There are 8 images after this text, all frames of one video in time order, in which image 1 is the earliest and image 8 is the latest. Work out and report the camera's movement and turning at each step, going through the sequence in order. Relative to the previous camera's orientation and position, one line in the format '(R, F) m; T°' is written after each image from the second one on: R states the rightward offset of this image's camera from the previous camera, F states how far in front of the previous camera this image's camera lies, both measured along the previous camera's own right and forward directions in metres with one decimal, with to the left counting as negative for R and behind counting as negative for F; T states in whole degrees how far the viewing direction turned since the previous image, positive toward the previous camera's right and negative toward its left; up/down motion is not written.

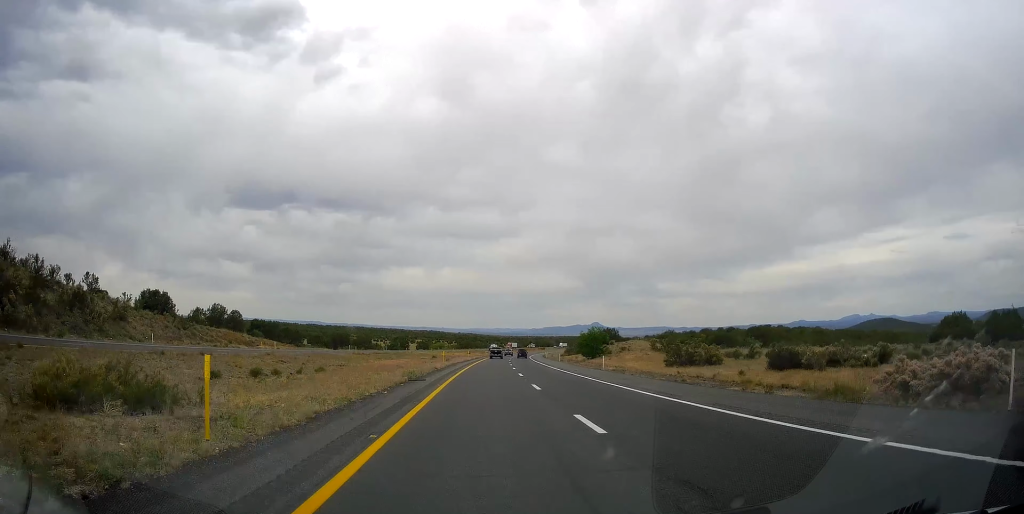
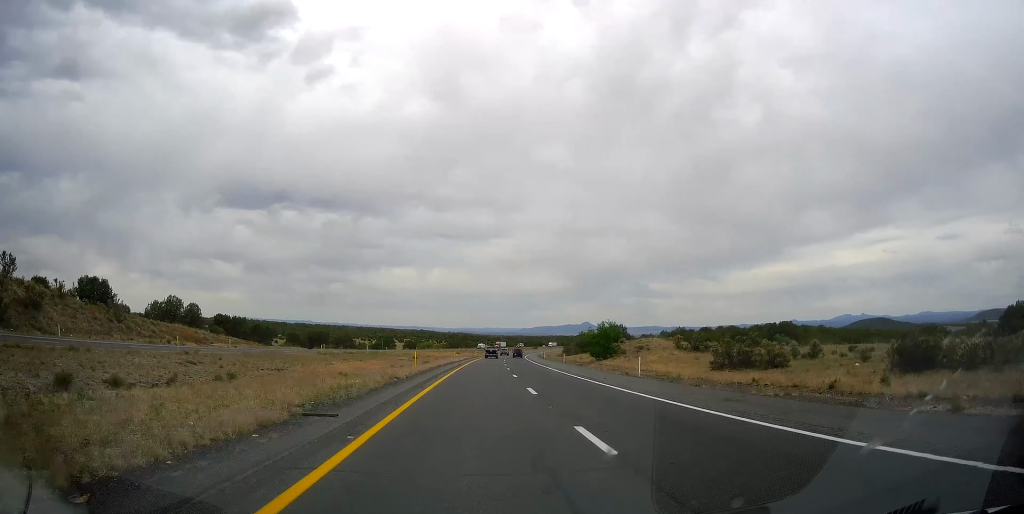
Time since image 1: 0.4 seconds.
(0.0, +14.5) m; +1°
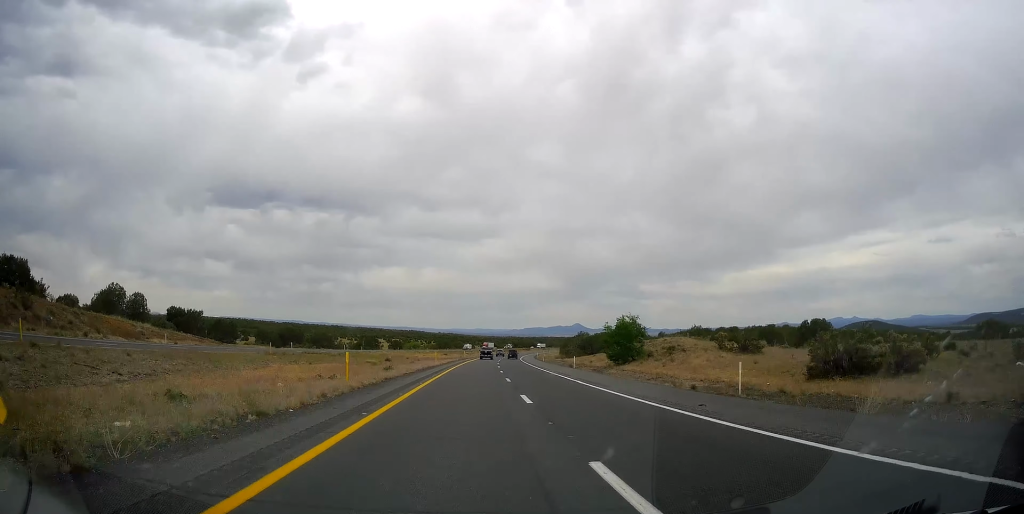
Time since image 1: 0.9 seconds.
(-0.1, +15.6) m; +1°
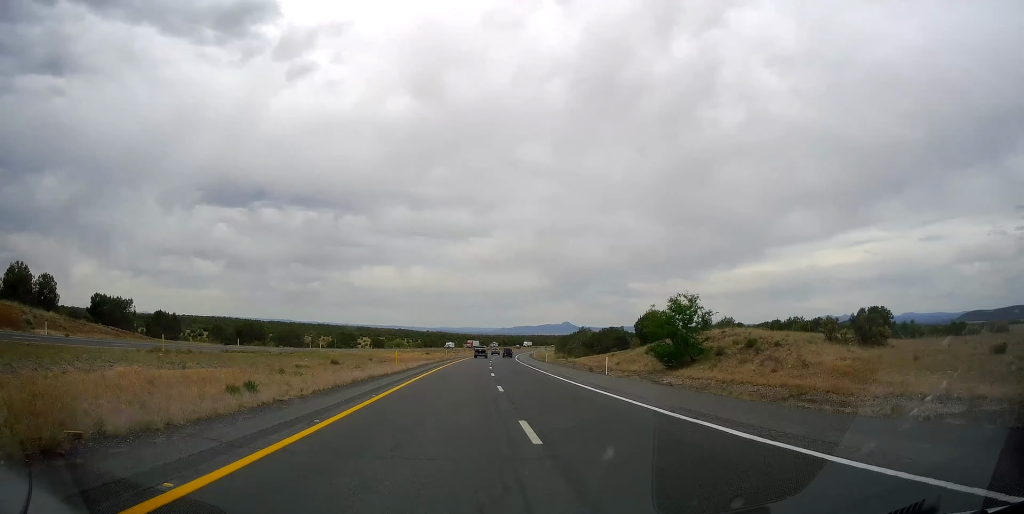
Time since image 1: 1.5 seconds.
(+0.2, +20.0) m; +1°
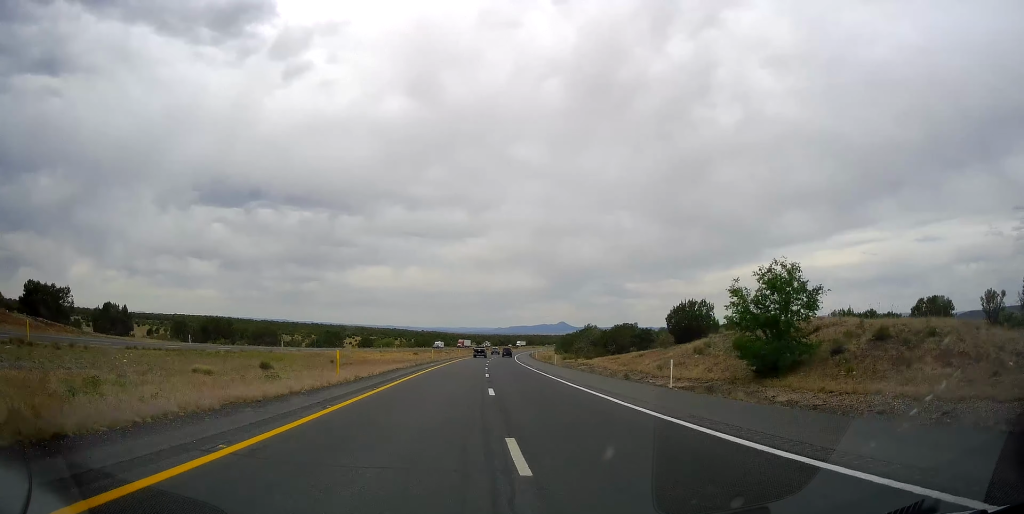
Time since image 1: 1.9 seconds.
(+0.2, +14.5) m; +1°
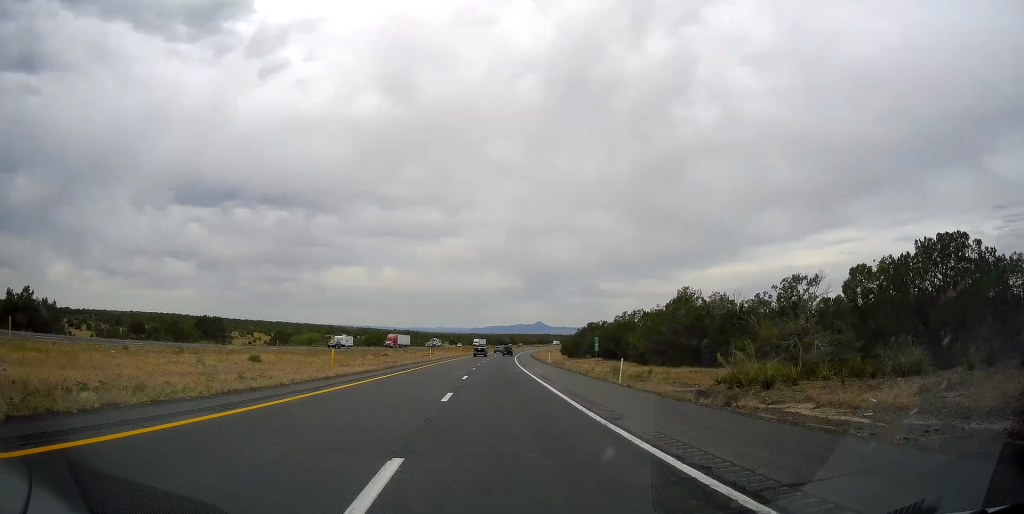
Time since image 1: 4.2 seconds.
(+2.0, +75.6) m; +3°
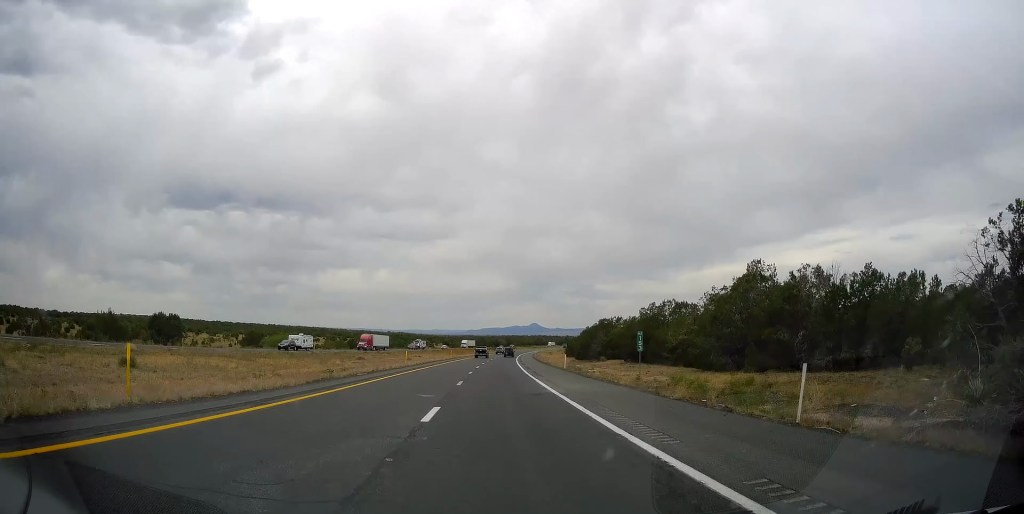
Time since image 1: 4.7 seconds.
(+0.3, +16.7) m; 0°
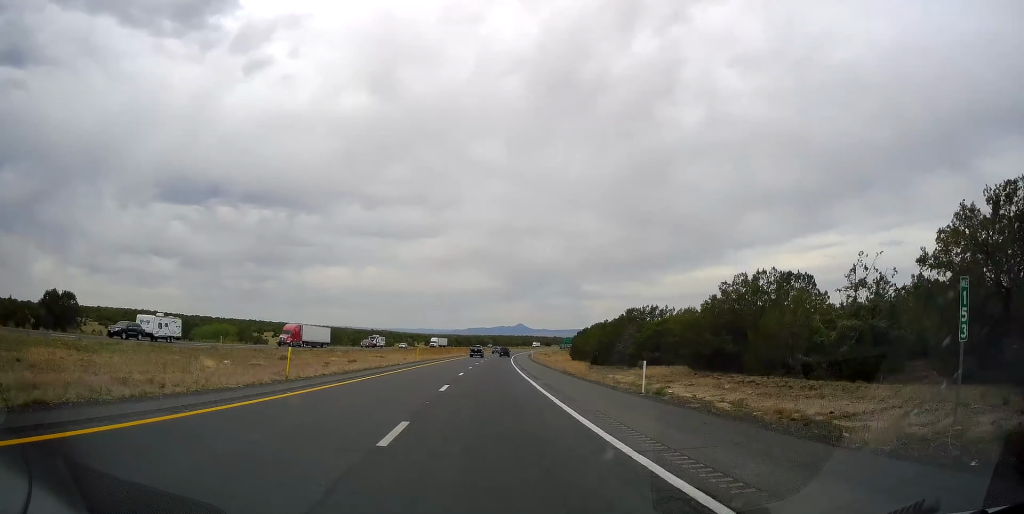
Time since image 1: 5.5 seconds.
(+0.3, +27.9) m; +1°
